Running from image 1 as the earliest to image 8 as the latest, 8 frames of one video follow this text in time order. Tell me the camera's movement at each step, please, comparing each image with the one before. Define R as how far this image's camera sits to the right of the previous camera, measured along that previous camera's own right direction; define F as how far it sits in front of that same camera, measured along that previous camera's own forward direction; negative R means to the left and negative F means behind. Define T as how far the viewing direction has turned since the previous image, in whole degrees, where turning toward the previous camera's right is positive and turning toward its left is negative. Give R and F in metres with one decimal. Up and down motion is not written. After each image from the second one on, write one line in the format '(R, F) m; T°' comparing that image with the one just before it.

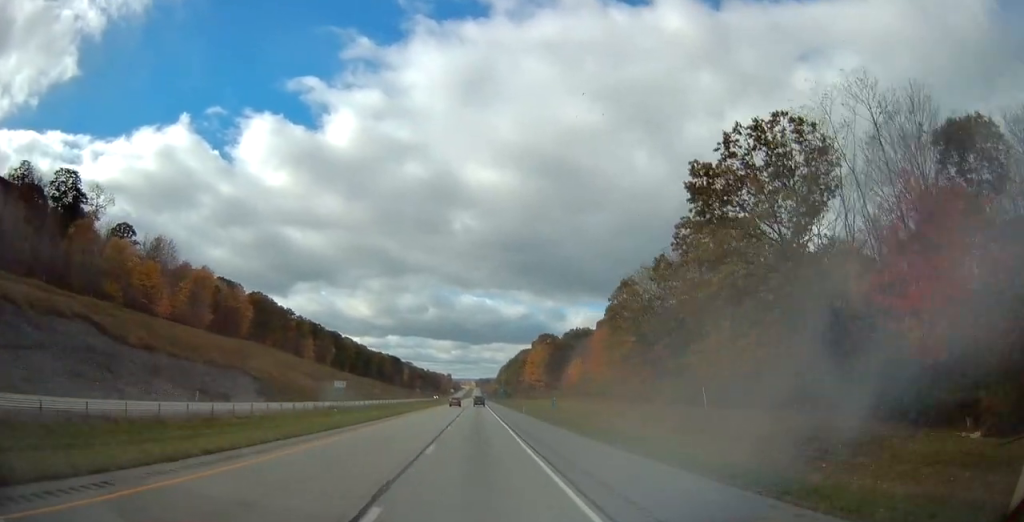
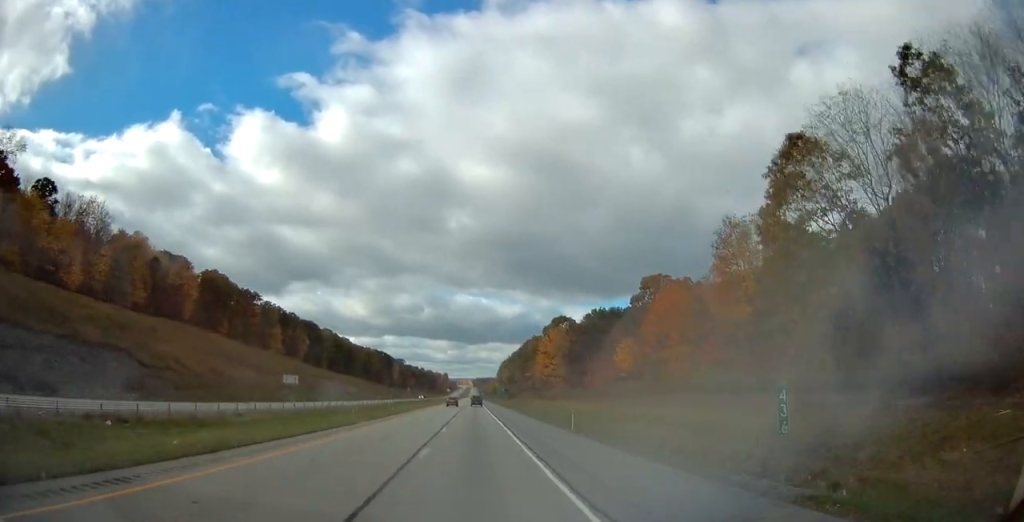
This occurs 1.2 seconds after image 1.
(+0.1, +38.3) m; +1°
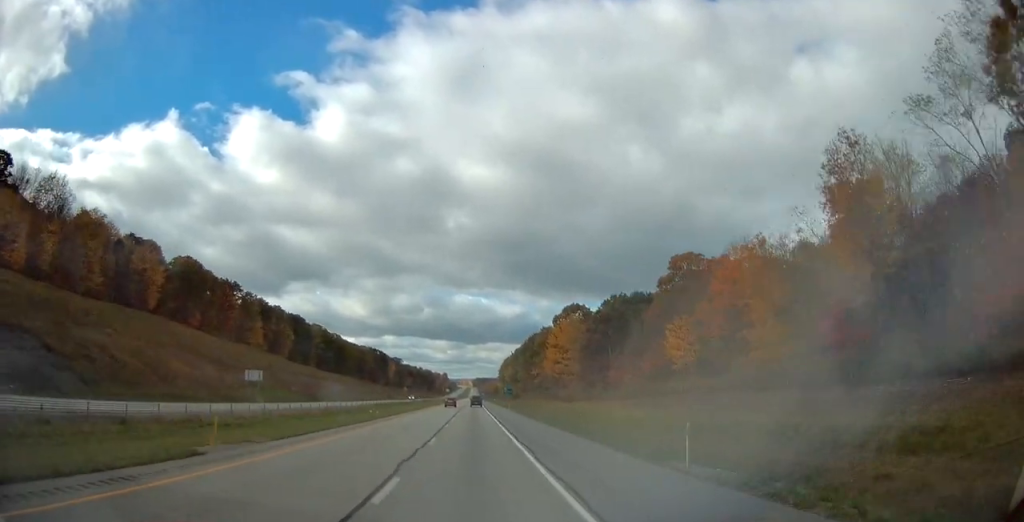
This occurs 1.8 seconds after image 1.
(+0.1, +19.1) m; 0°
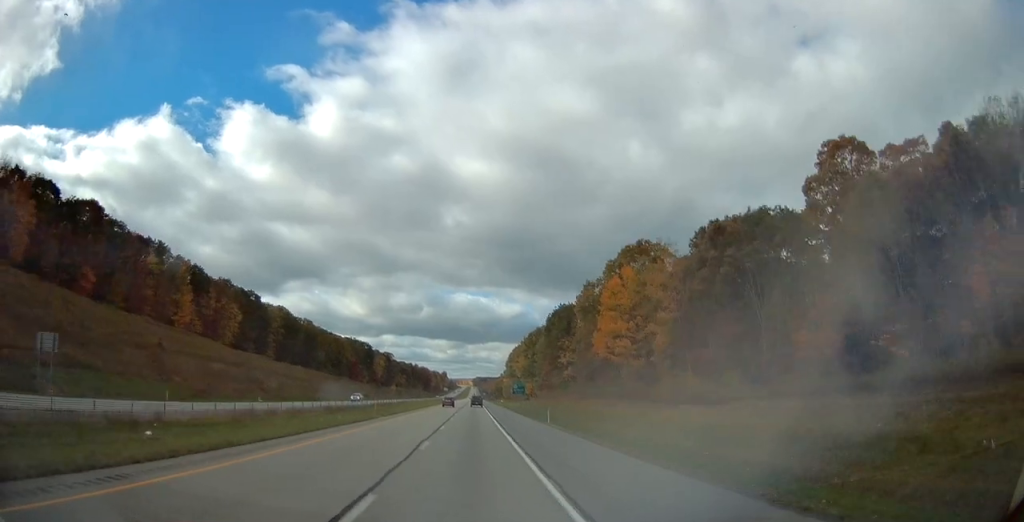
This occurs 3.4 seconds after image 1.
(-0.5, +51.0) m; -1°
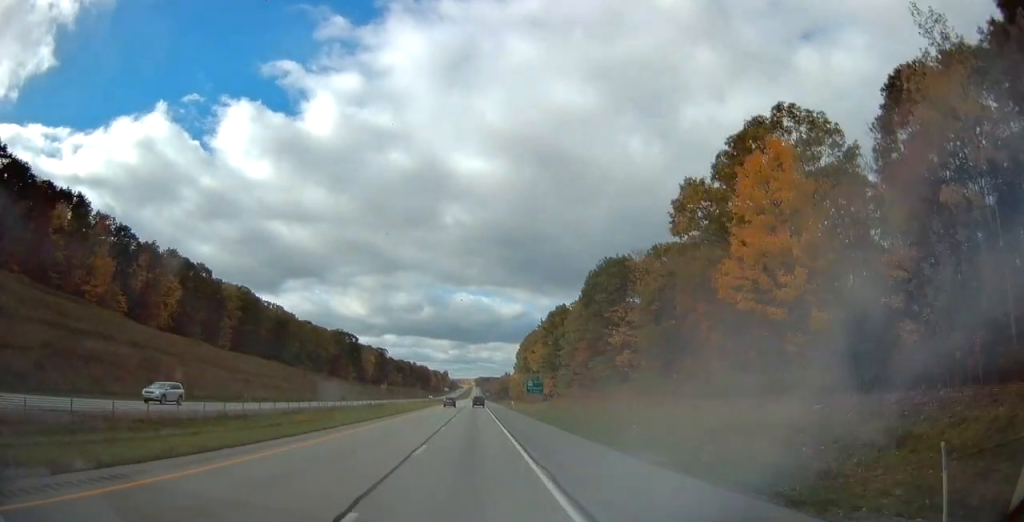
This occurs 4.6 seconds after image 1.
(+0.3, +38.3) m; 0°
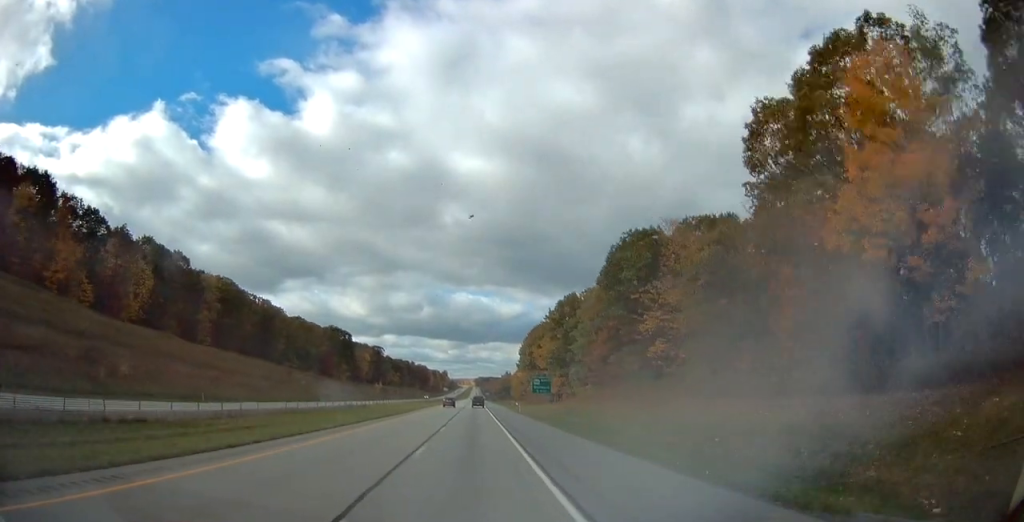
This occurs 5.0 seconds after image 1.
(0.0, +12.8) m; 0°
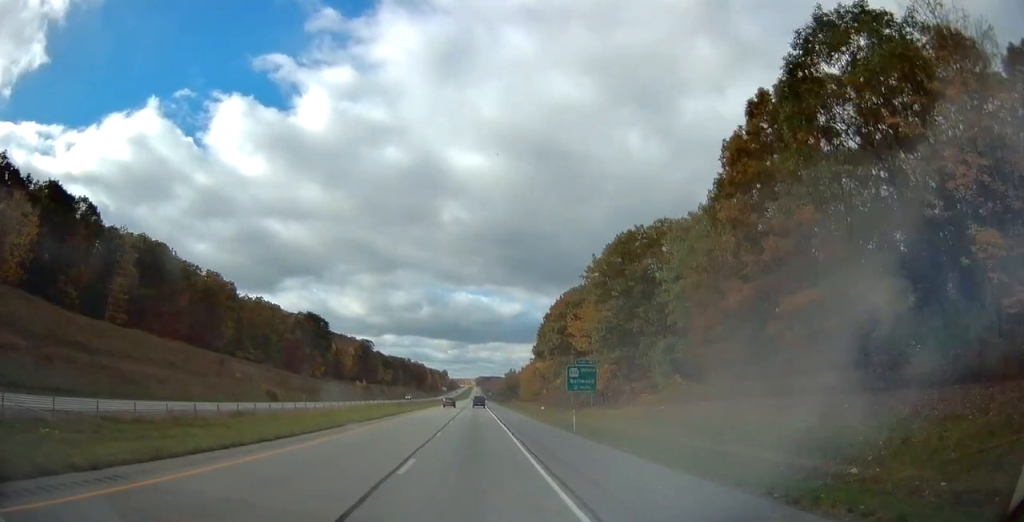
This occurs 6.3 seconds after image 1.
(-0.4, +40.4) m; 0°
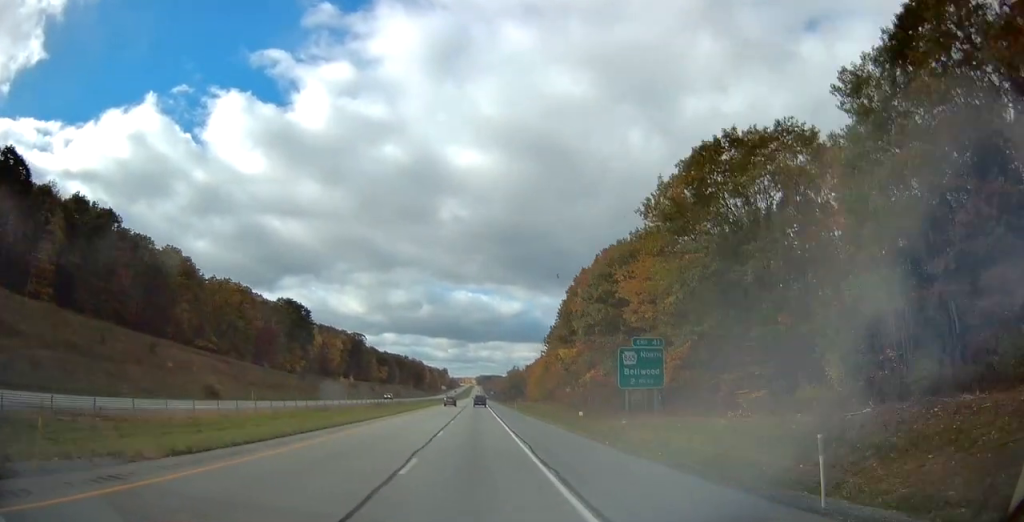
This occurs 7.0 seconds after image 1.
(0.0, +24.5) m; 0°
